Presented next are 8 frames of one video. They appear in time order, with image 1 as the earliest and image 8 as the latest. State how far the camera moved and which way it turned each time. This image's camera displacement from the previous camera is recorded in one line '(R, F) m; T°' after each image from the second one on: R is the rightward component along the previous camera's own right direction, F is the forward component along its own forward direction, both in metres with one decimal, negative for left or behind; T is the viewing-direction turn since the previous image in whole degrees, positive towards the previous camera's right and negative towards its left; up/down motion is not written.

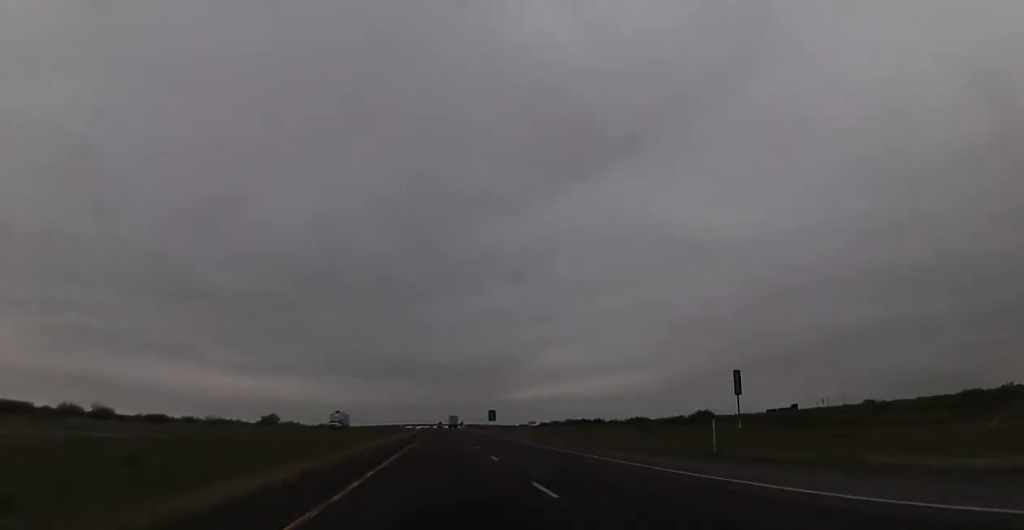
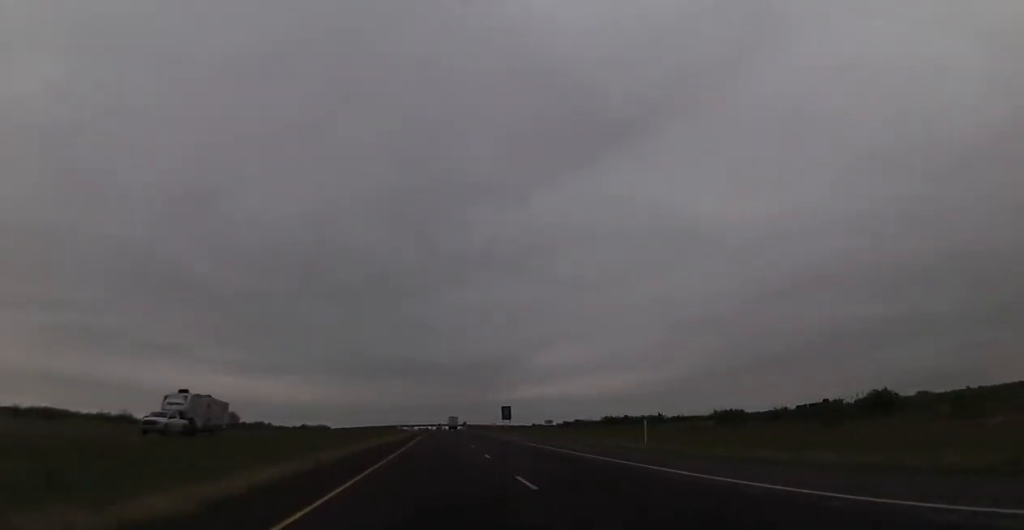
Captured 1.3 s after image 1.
(-0.2, +46.8) m; -1°
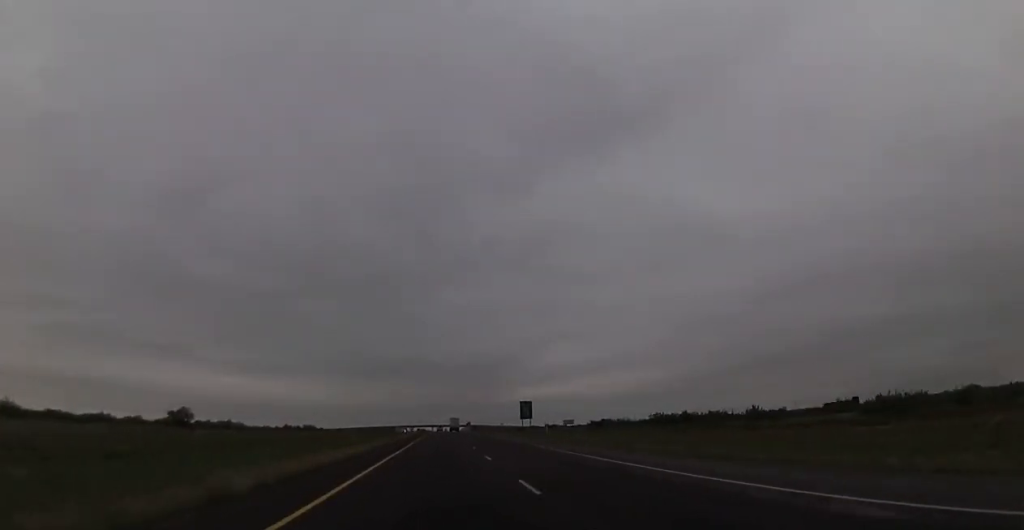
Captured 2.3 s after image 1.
(-0.3, +37.1) m; 0°
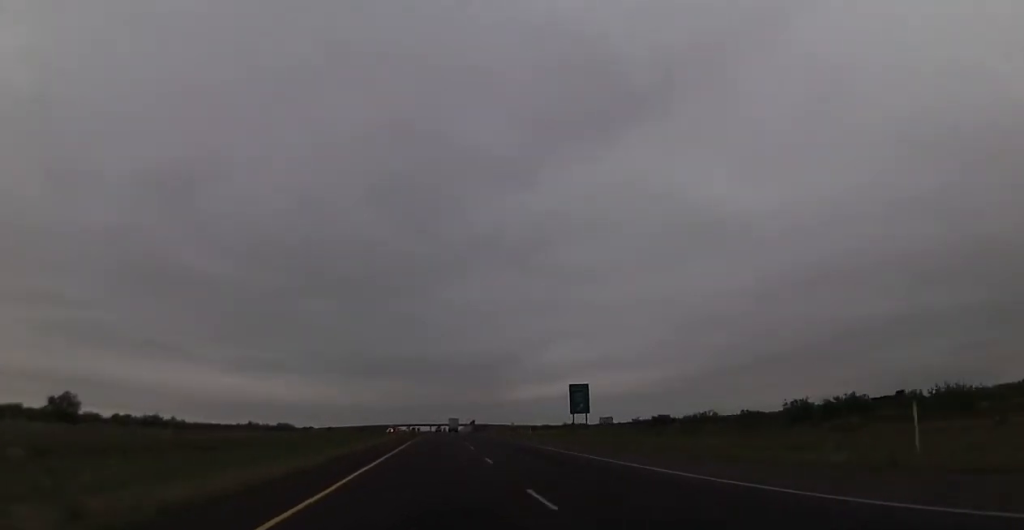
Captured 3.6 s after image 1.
(+0.5, +50.6) m; +1°
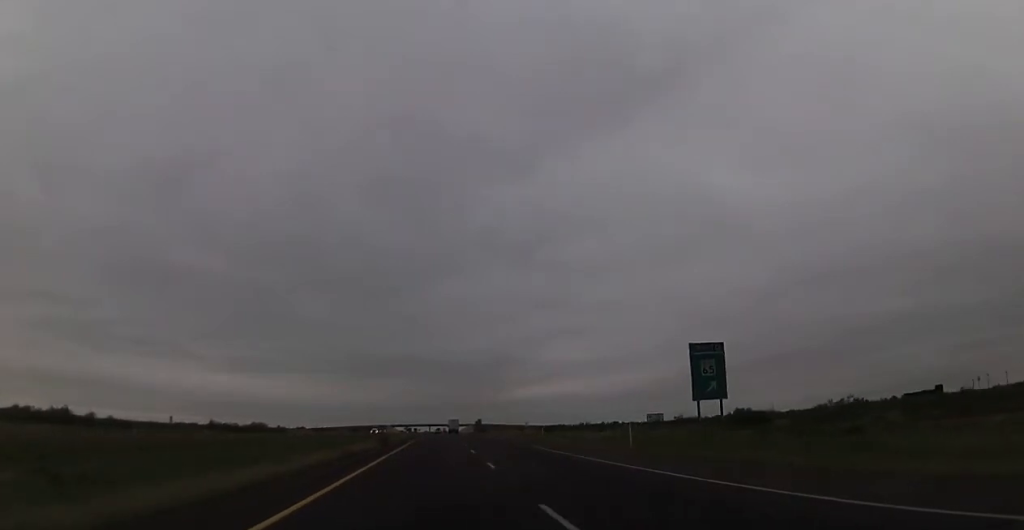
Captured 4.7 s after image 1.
(0.0, +38.3) m; 0°
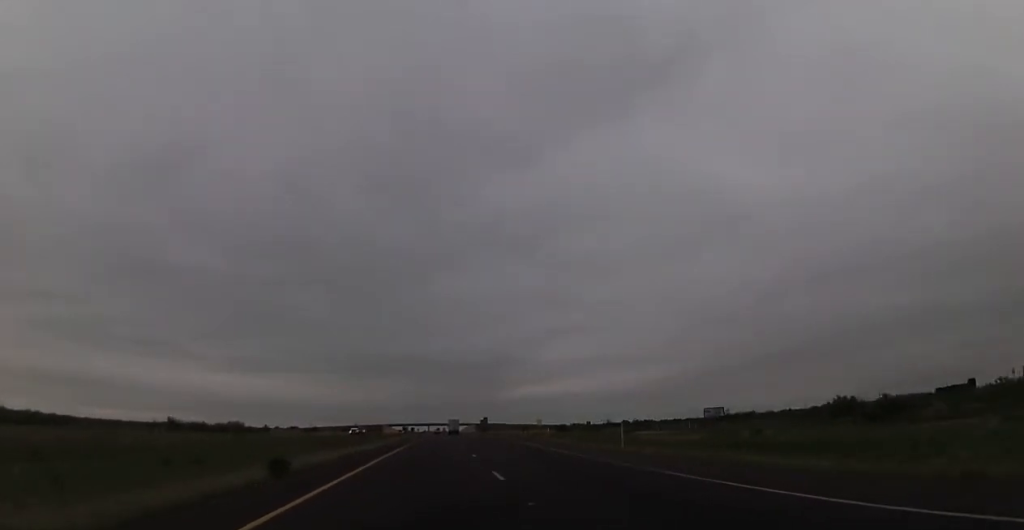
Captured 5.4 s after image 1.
(0.0, +28.4) m; 0°
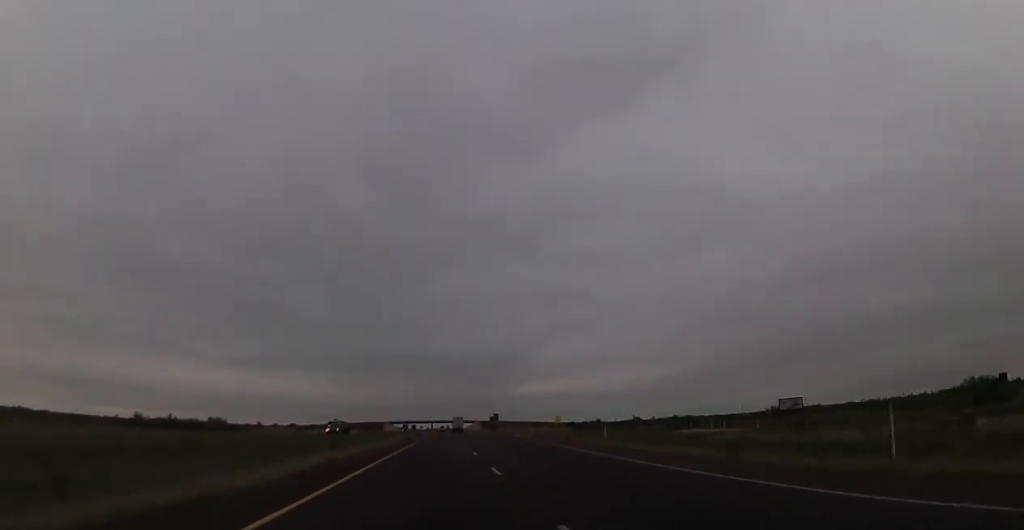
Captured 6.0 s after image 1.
(0.0, +22.2) m; 0°
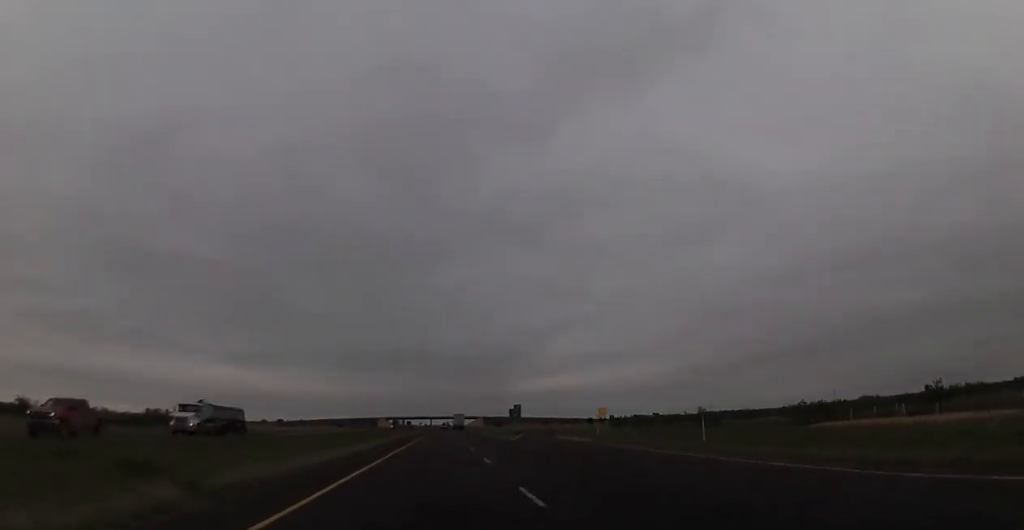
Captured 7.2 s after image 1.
(0.0, +43.2) m; 0°
